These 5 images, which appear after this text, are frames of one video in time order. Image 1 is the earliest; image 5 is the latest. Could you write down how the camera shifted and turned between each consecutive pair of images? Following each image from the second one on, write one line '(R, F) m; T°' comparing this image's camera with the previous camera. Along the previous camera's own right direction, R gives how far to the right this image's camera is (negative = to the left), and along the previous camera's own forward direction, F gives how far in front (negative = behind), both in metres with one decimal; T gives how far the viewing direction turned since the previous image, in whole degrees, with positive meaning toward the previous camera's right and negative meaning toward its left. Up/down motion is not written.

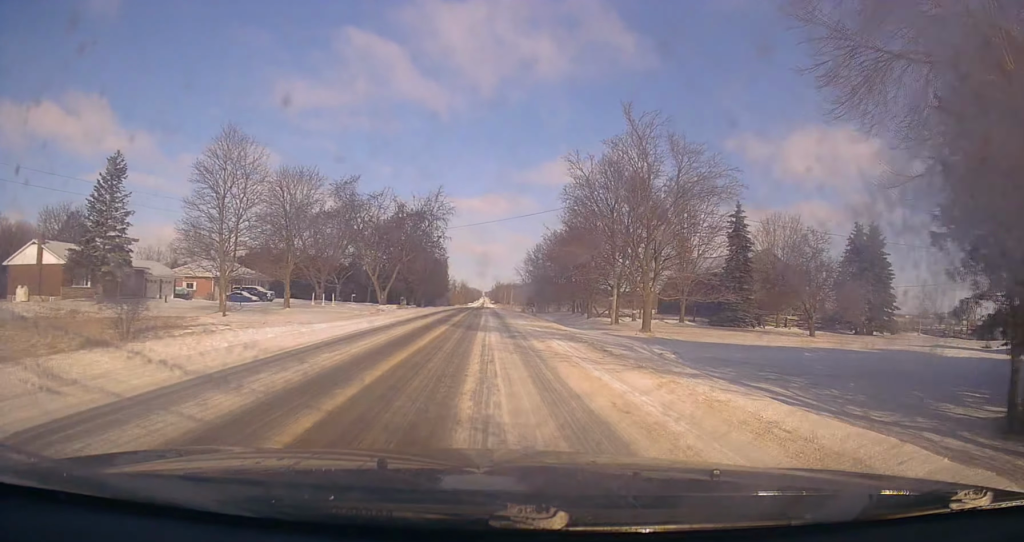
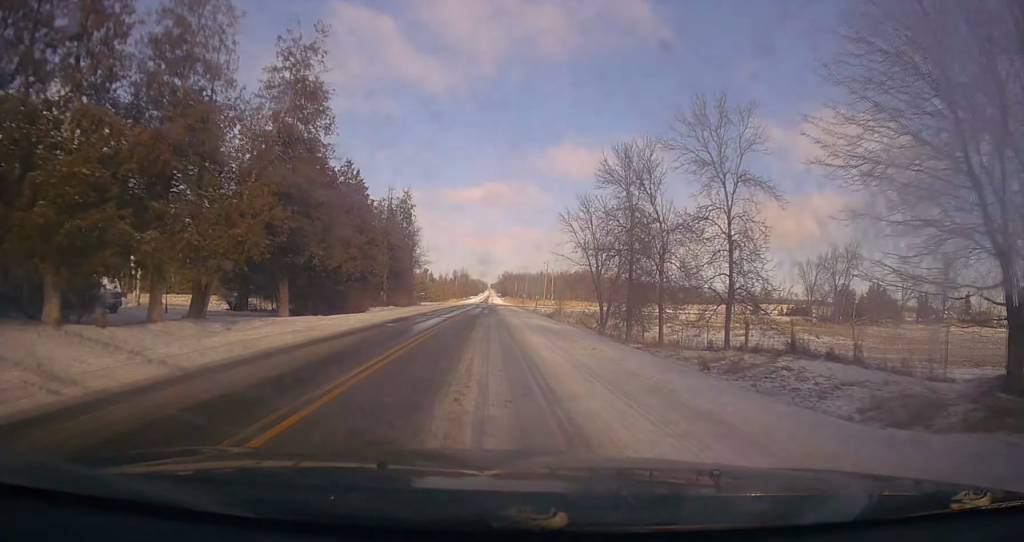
(-1.3, +77.0) m; -1°
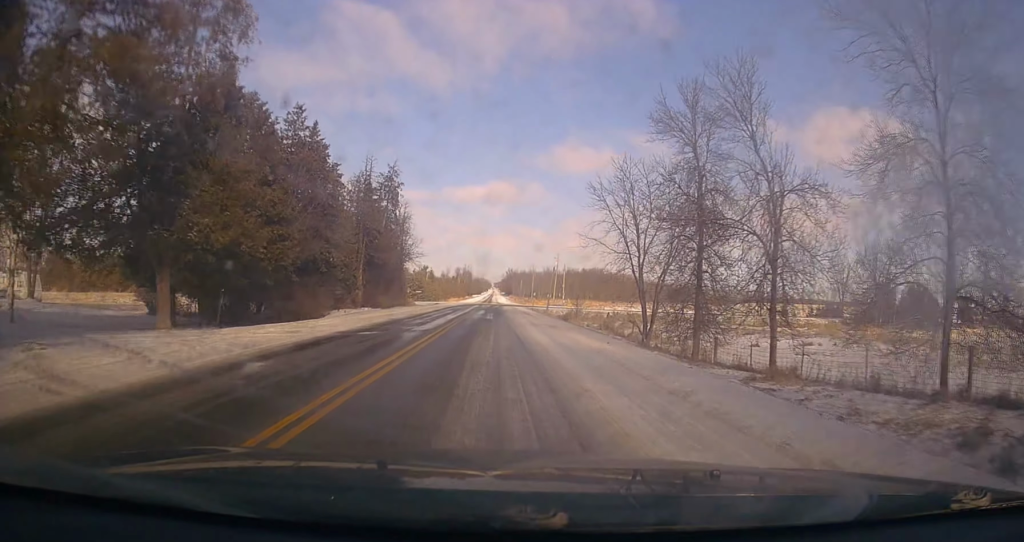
(0.0, +15.5) m; +1°
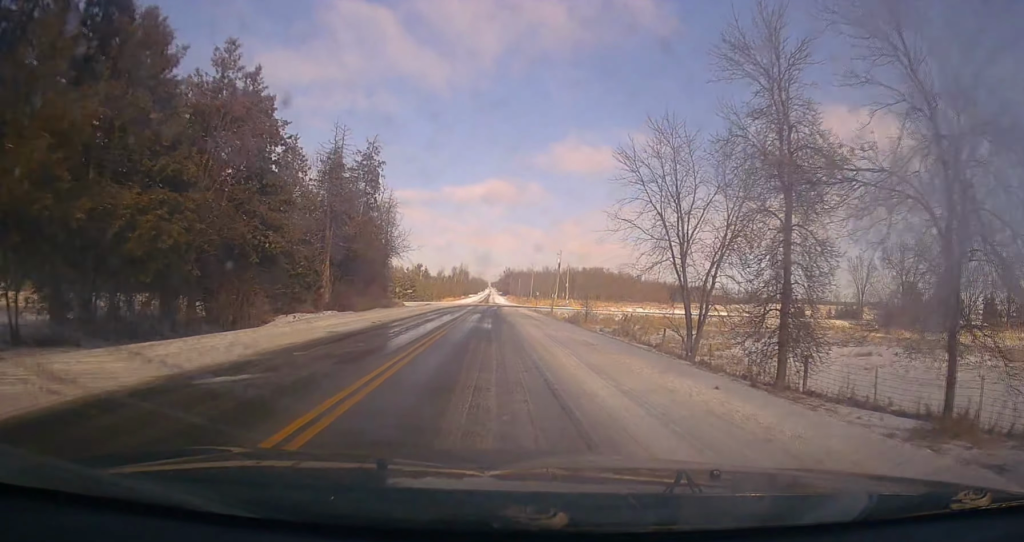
(+0.2, +10.3) m; 0°
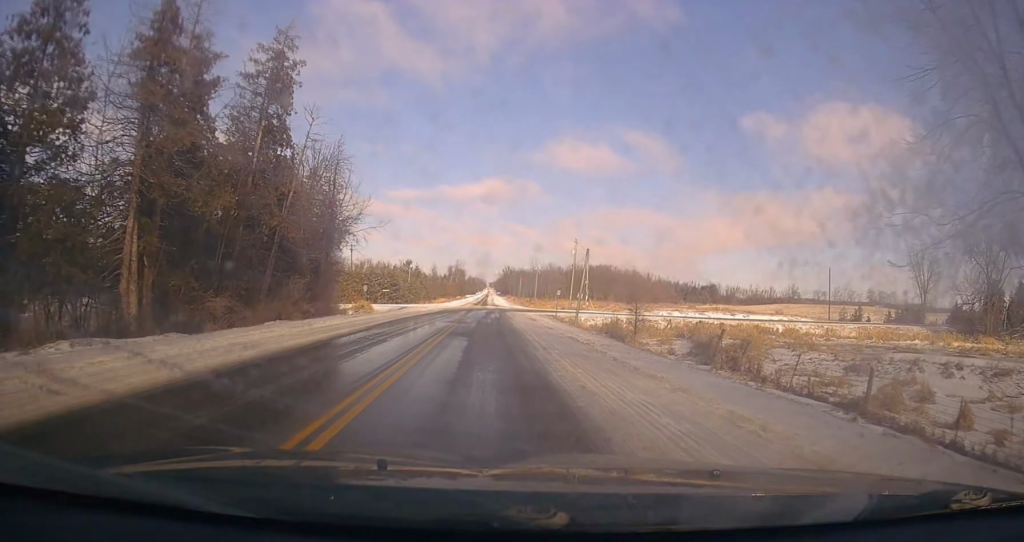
(-0.3, +26.2) m; -1°
